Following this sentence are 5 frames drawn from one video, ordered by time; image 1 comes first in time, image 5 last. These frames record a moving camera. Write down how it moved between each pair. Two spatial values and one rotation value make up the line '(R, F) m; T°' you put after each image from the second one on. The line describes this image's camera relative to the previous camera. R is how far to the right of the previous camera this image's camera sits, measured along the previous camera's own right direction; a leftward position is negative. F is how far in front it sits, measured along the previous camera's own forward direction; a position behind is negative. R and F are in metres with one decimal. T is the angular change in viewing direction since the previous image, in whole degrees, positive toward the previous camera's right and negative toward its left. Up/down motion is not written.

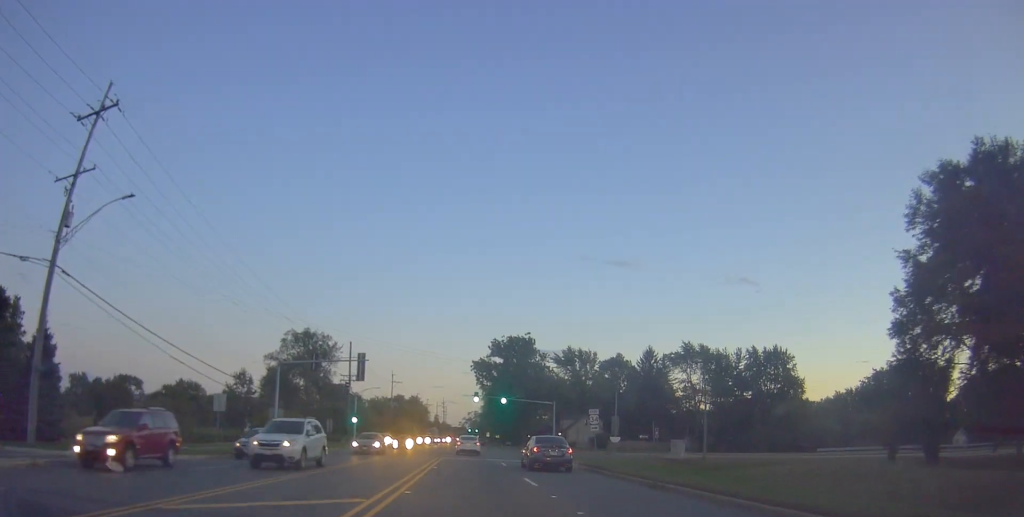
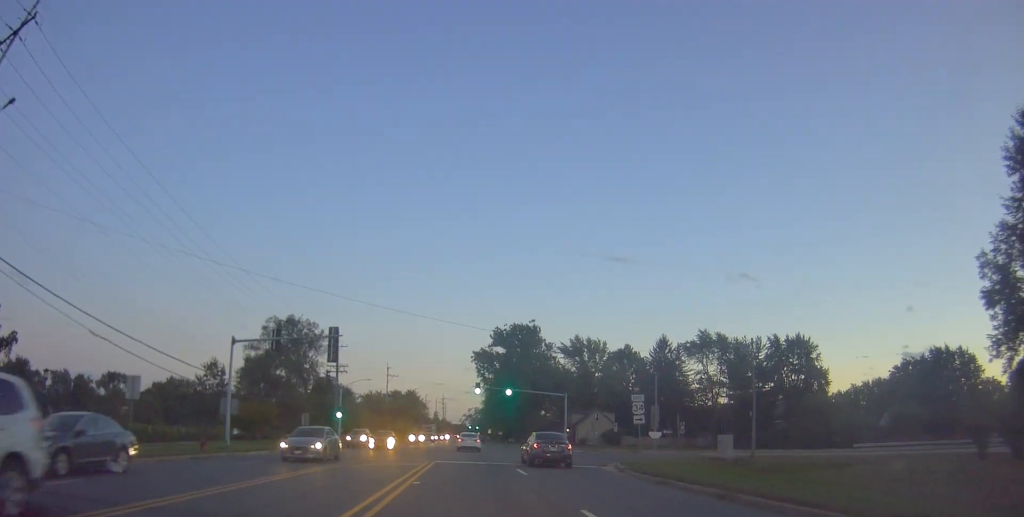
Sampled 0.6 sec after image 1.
(-0.3, +9.6) m; +1°
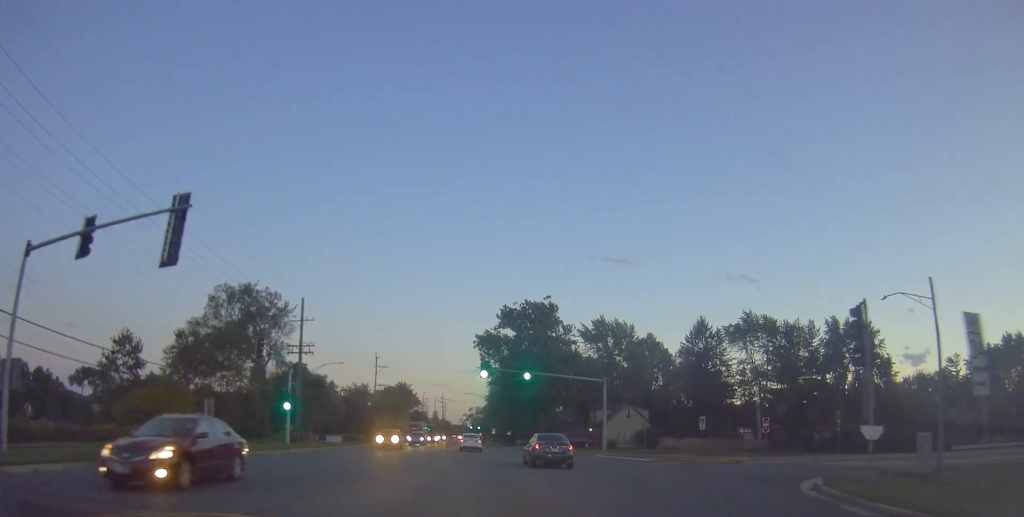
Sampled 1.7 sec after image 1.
(+0.6, +20.5) m; 0°
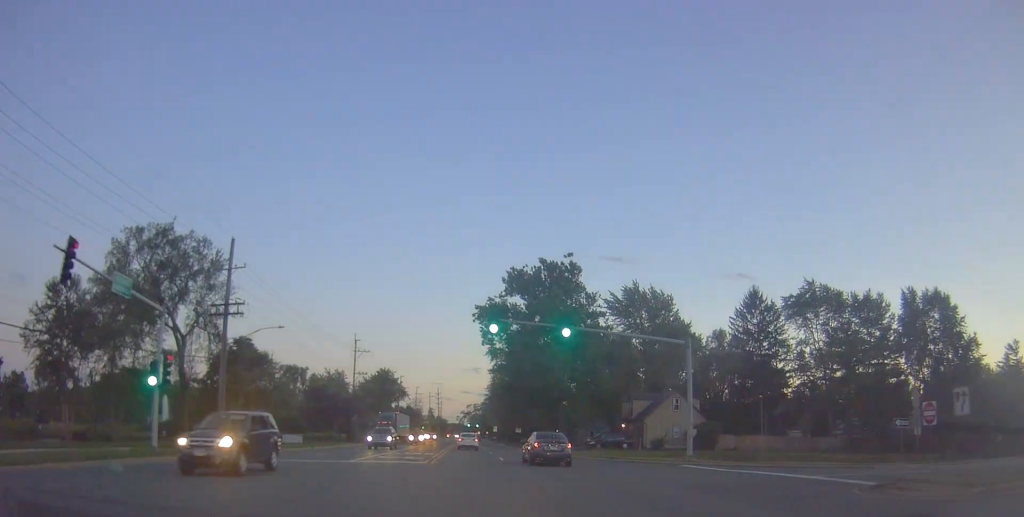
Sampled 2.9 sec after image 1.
(-0.3, +21.3) m; 0°
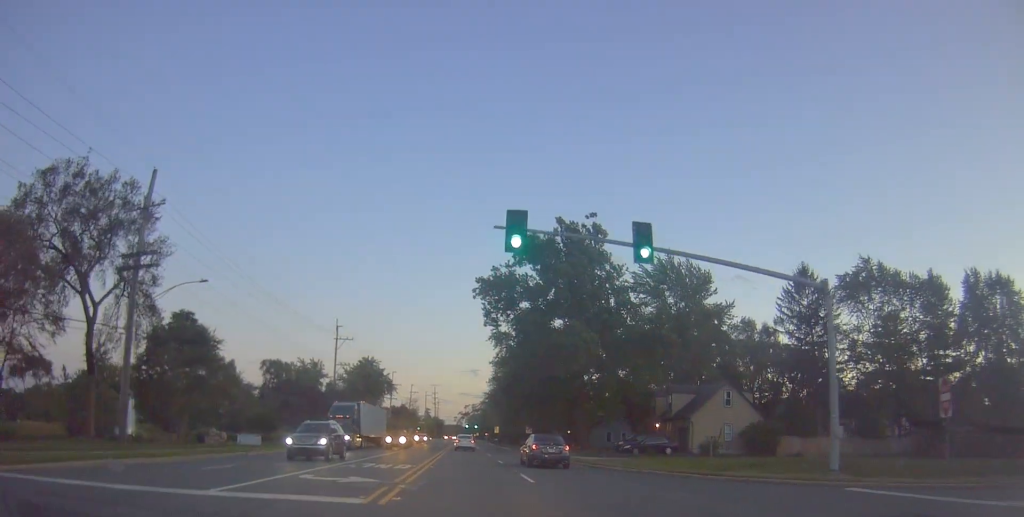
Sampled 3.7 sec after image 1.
(+0.3, +13.9) m; 0°
